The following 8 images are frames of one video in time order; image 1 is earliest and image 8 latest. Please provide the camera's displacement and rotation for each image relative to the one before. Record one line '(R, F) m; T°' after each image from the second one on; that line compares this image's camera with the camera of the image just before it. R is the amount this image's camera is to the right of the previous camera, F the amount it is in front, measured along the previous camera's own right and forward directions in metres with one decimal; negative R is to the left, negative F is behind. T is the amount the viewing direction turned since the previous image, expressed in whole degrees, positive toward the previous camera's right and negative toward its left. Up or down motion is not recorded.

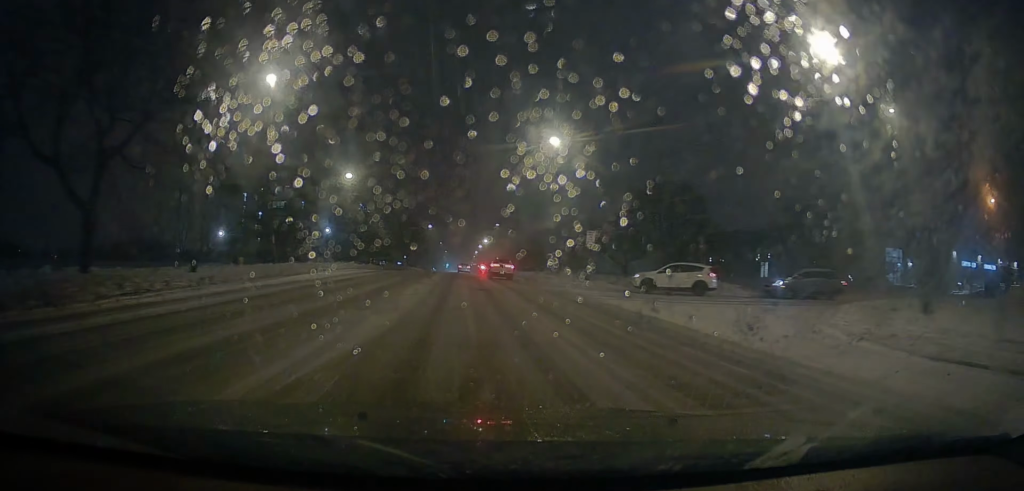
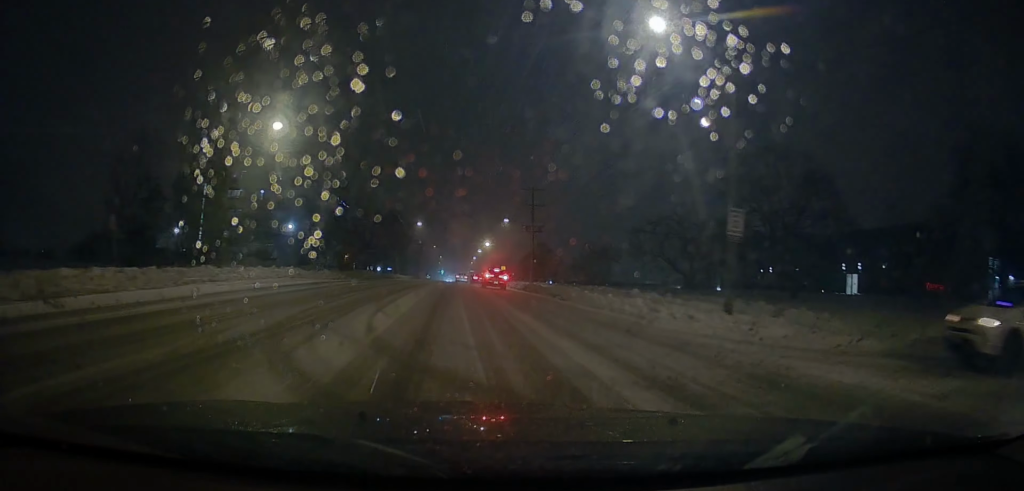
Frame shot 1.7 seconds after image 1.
(+0.9, +21.5) m; +1°
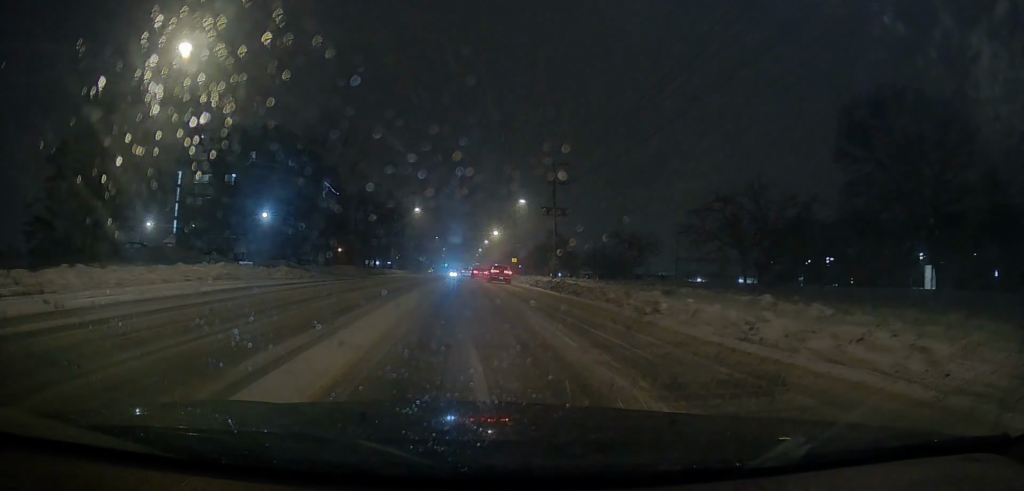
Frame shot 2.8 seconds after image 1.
(-0.3, +12.9) m; -1°
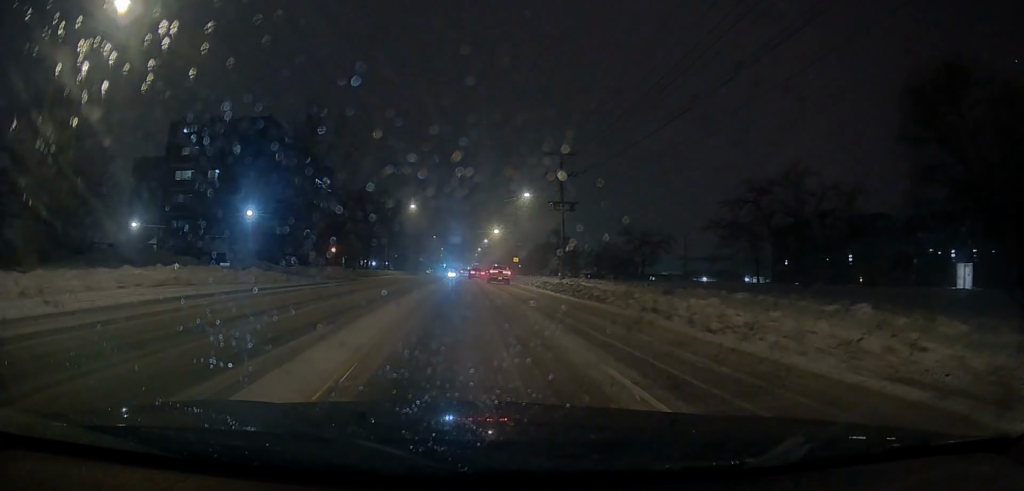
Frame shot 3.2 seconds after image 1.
(0.0, +5.0) m; 0°
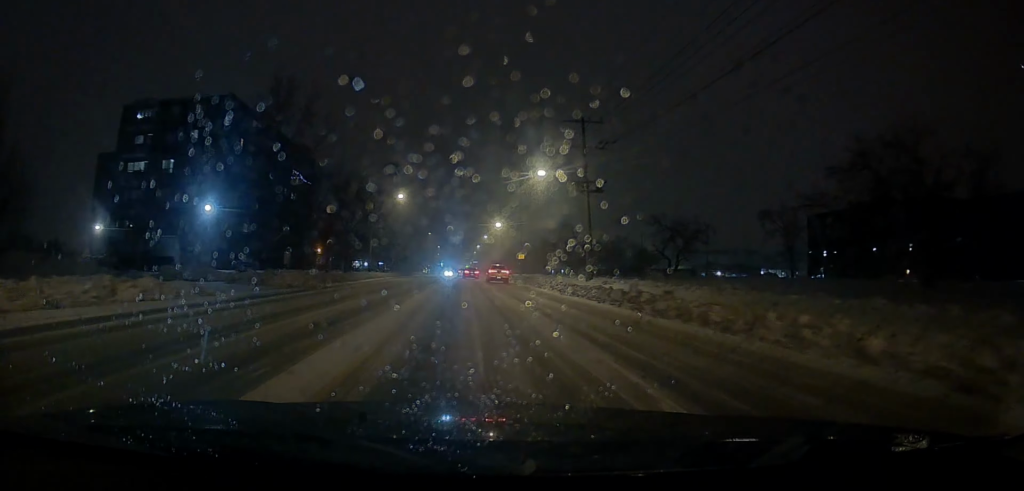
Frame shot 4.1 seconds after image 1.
(0.0, +11.2) m; +1°
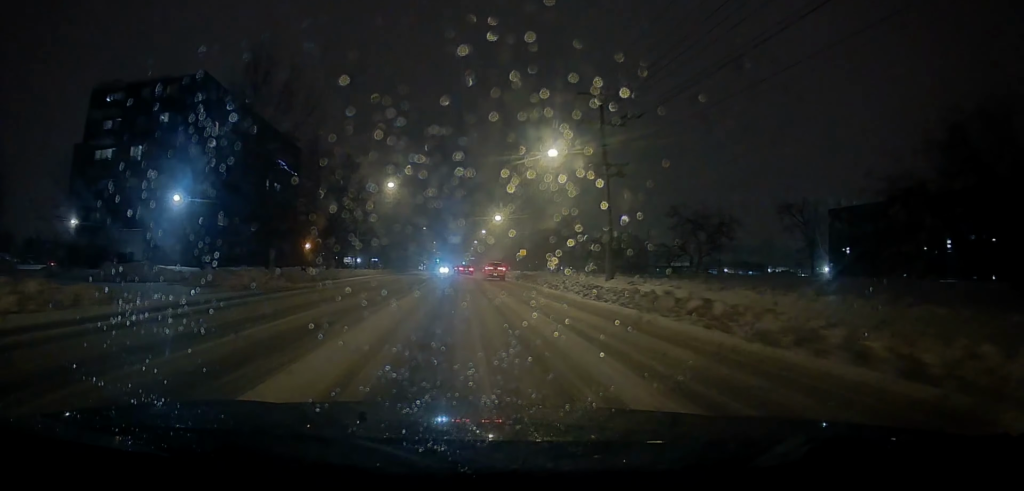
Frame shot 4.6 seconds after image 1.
(+0.2, +6.1) m; 0°
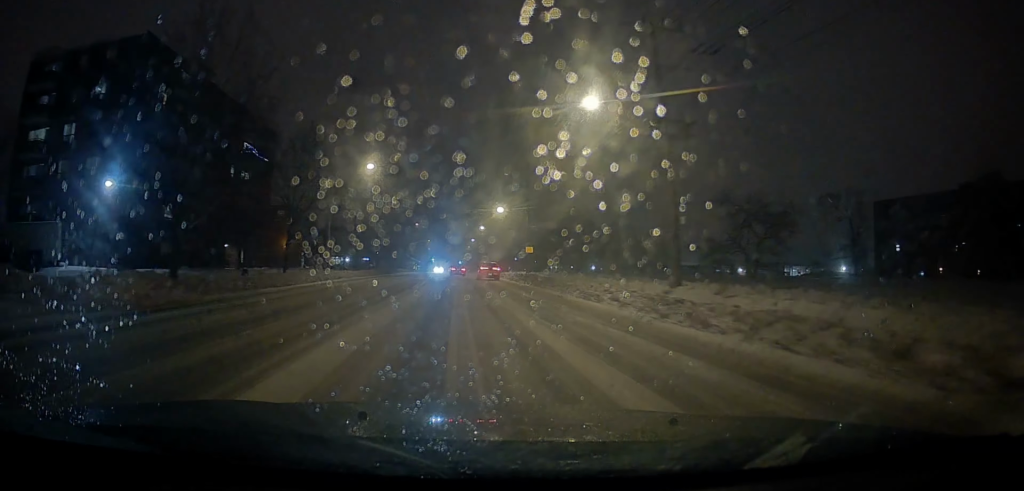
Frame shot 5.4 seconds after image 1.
(0.0, +10.6) m; -1°
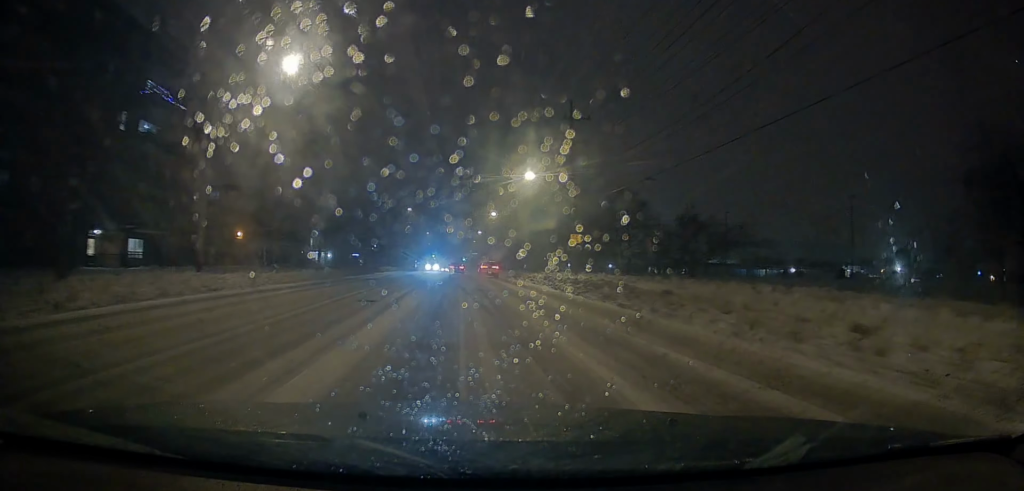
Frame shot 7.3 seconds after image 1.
(-0.1, +23.2) m; +1°
